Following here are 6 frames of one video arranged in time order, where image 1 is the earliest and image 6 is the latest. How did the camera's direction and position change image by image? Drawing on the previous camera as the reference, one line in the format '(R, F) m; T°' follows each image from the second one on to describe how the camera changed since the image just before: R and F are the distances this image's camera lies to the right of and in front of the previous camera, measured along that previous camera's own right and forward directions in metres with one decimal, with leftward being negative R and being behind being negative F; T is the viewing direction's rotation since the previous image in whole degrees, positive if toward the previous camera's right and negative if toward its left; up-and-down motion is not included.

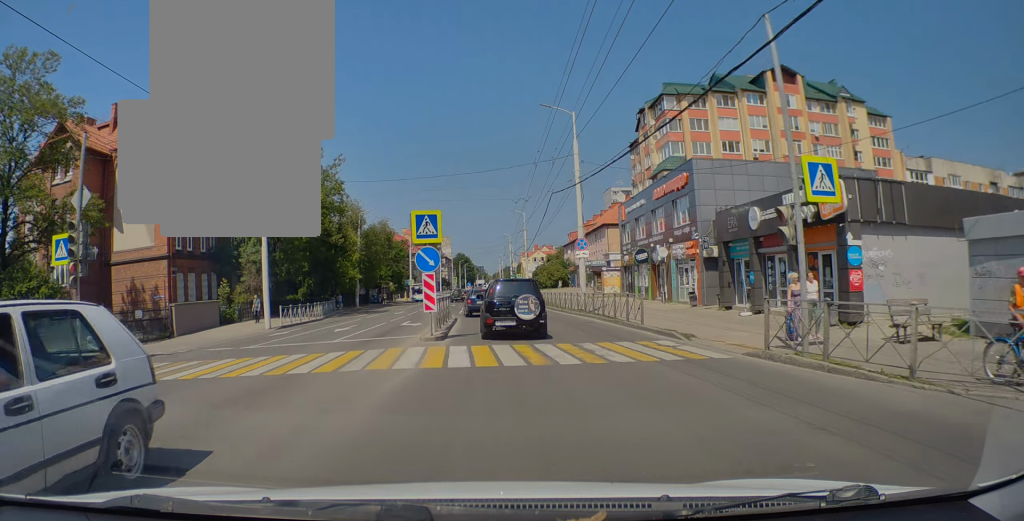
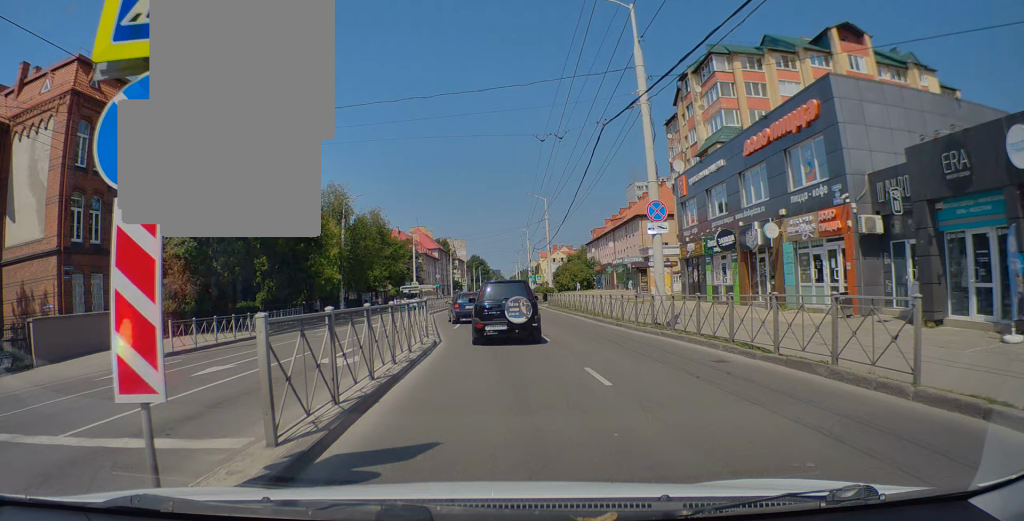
(-0.1, +13.7) m; -4°
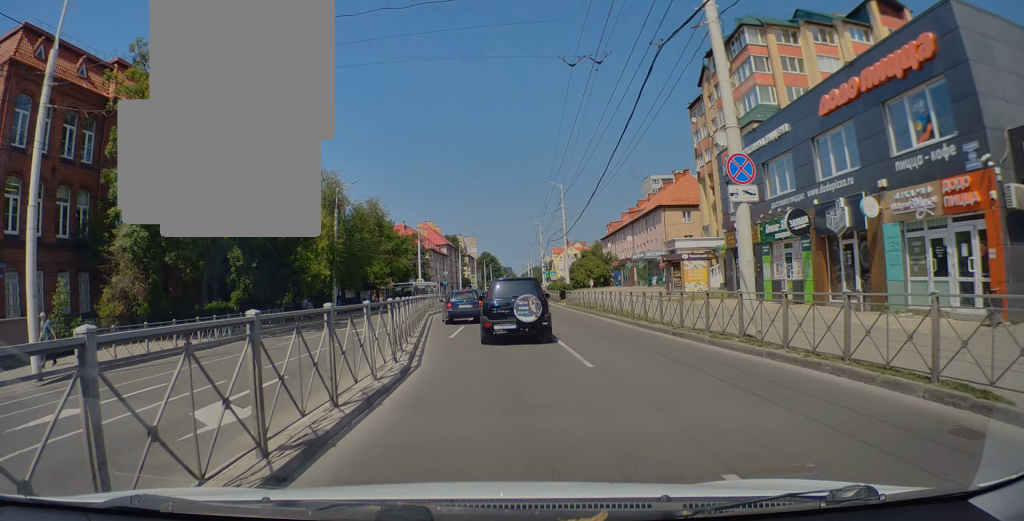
(-0.2, +6.3) m; -1°
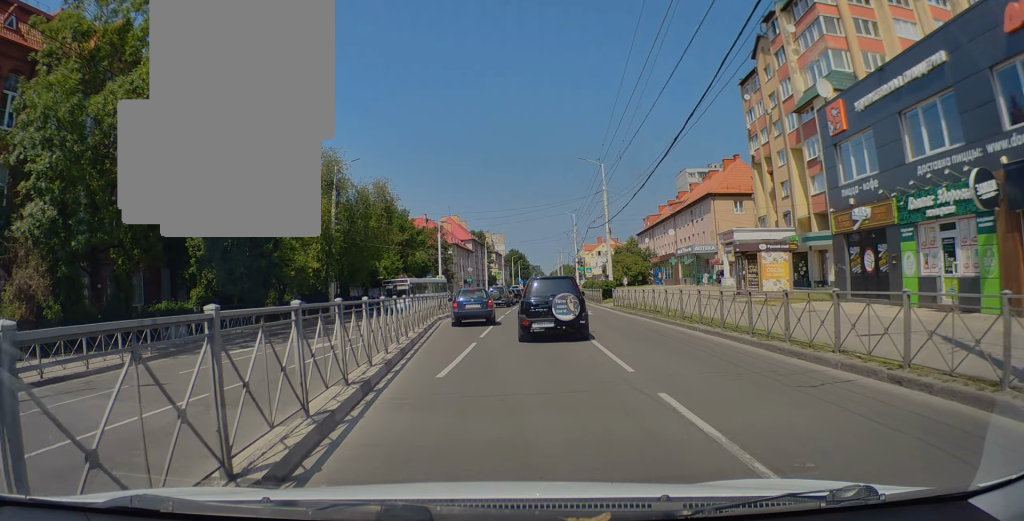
(-0.2, +9.2) m; -1°
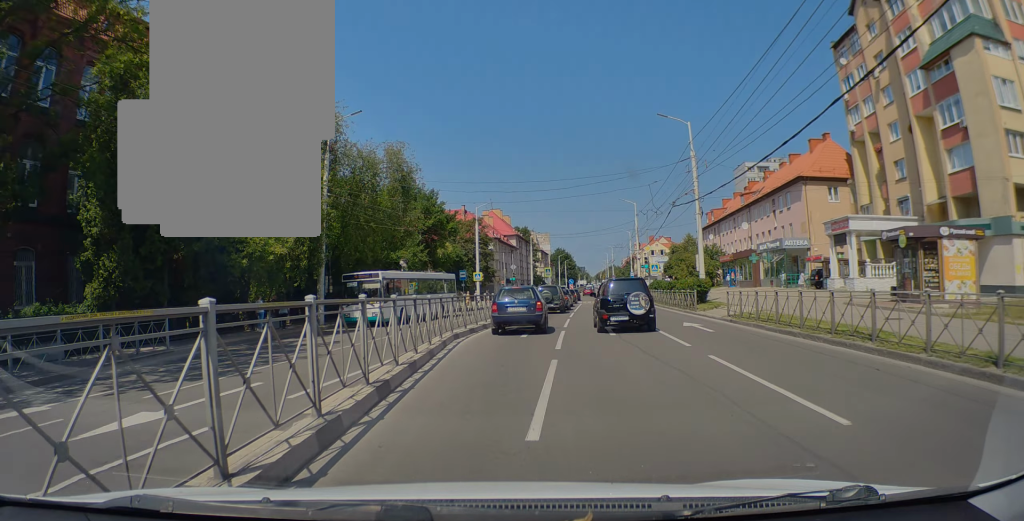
(-0.2, +12.8) m; -2°
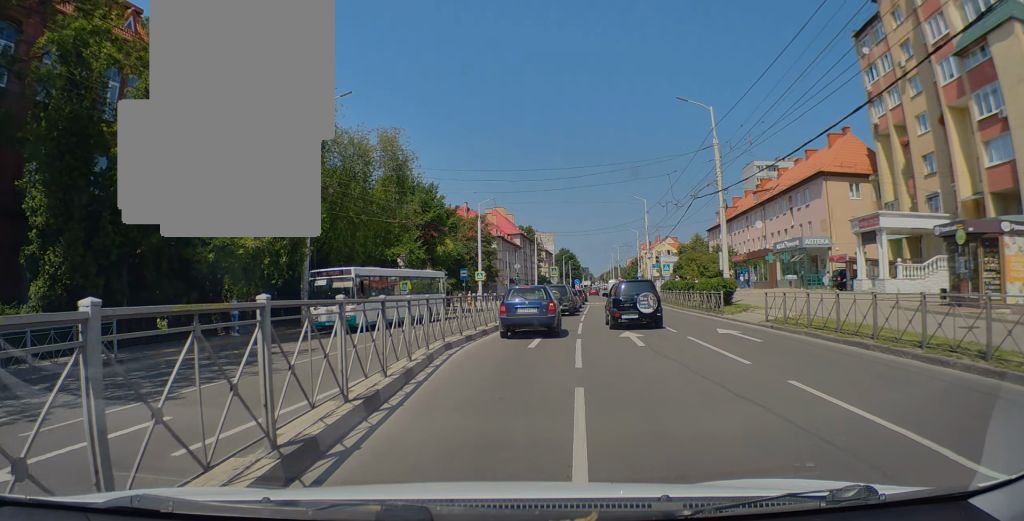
(-0.1, +3.6) m; 0°
